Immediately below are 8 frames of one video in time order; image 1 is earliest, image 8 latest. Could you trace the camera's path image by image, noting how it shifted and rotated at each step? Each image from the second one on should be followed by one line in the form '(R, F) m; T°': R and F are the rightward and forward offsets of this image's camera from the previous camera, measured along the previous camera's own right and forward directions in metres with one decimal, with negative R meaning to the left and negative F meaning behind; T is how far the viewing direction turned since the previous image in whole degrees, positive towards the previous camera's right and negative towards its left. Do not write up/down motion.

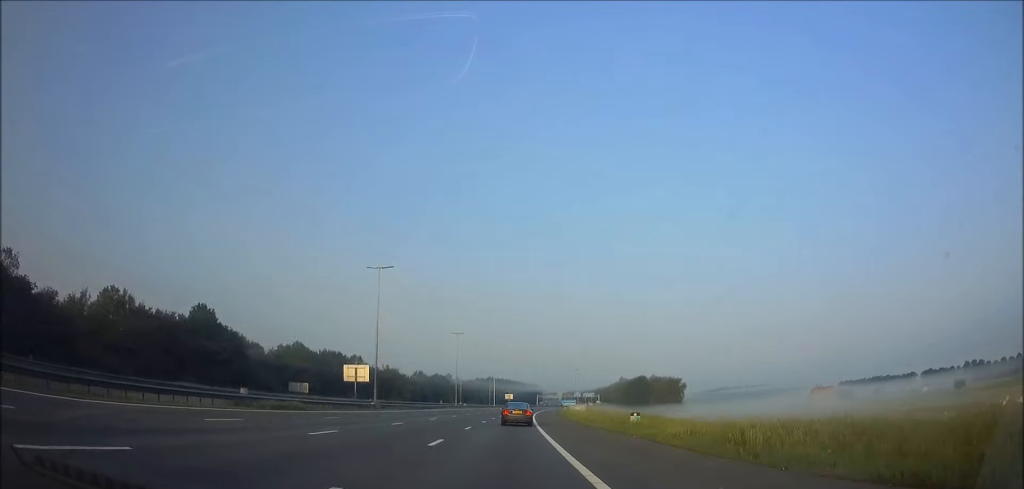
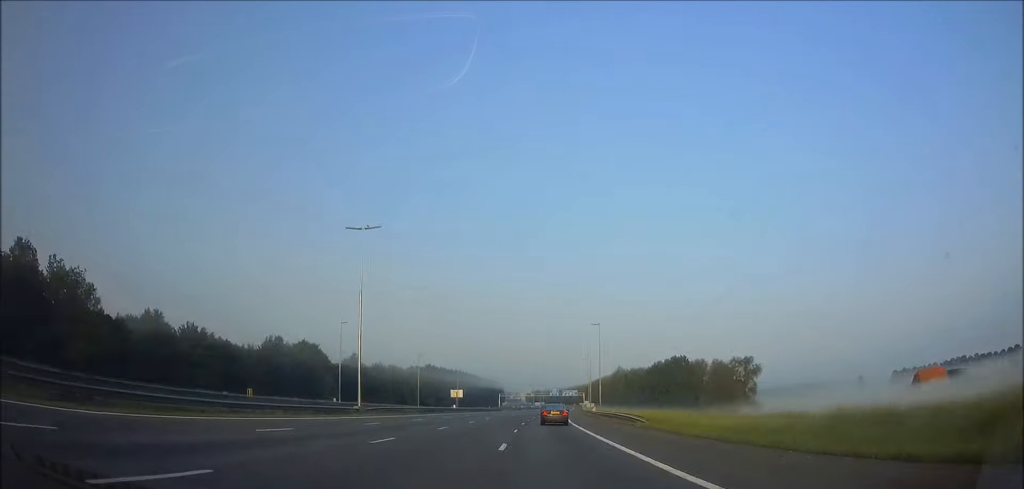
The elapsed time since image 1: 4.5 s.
(+5.4, +130.8) m; +4°
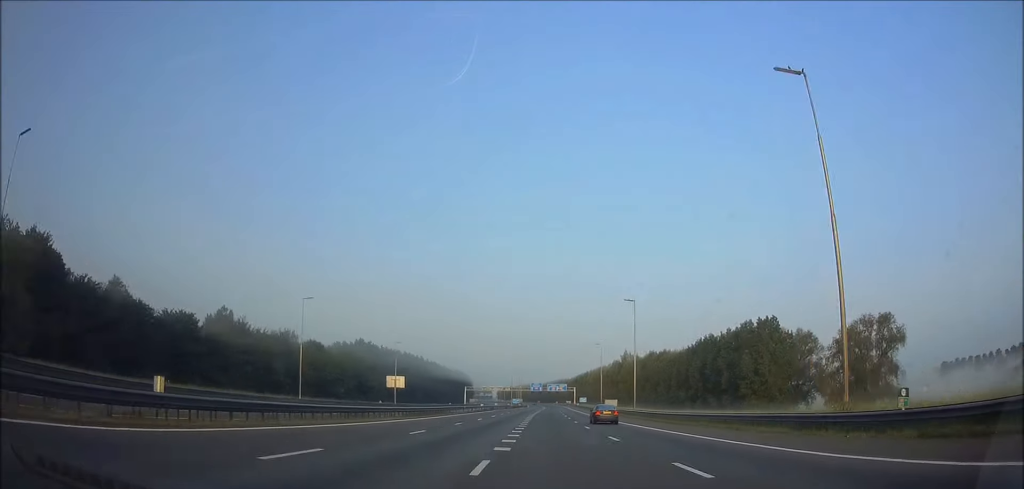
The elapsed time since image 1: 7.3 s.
(+1.2, +80.5) m; +2°
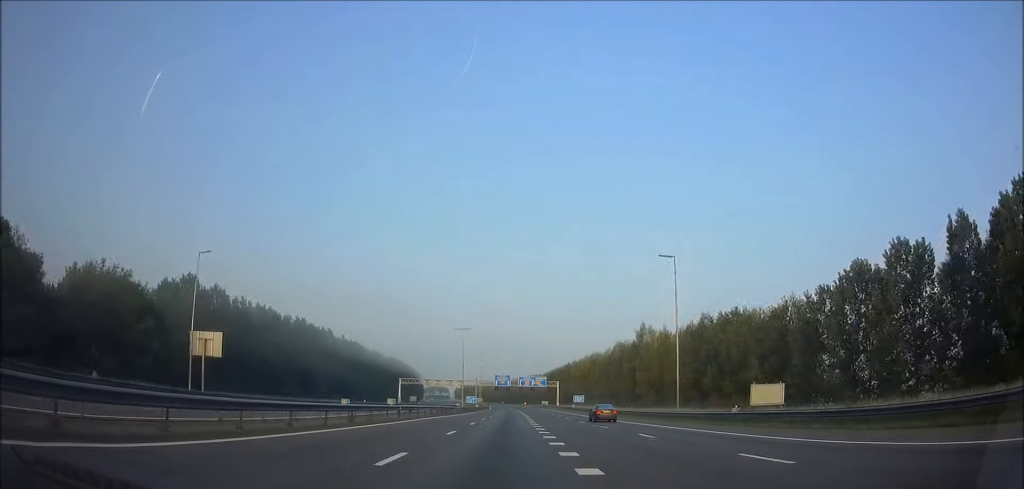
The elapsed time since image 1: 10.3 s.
(+2.5, +83.4) m; +1°
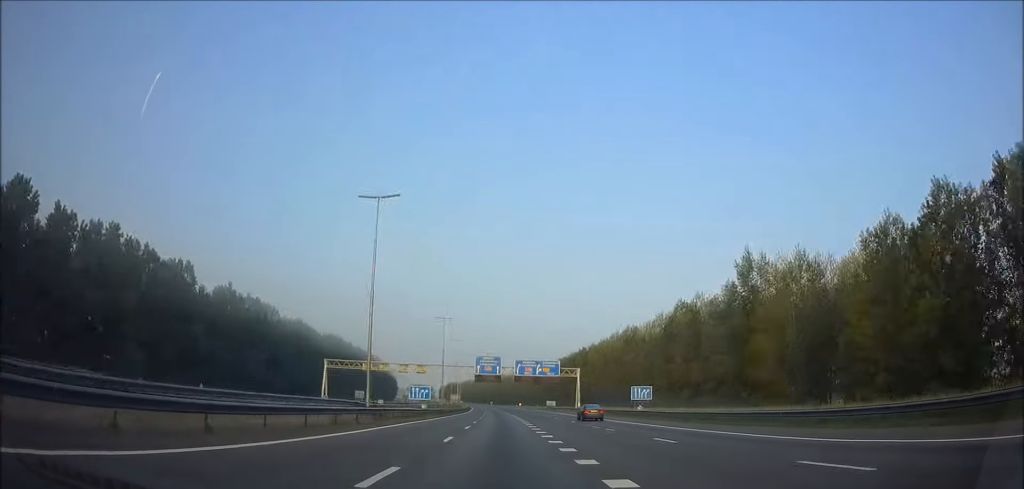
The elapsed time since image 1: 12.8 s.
(+0.4, +71.3) m; 0°
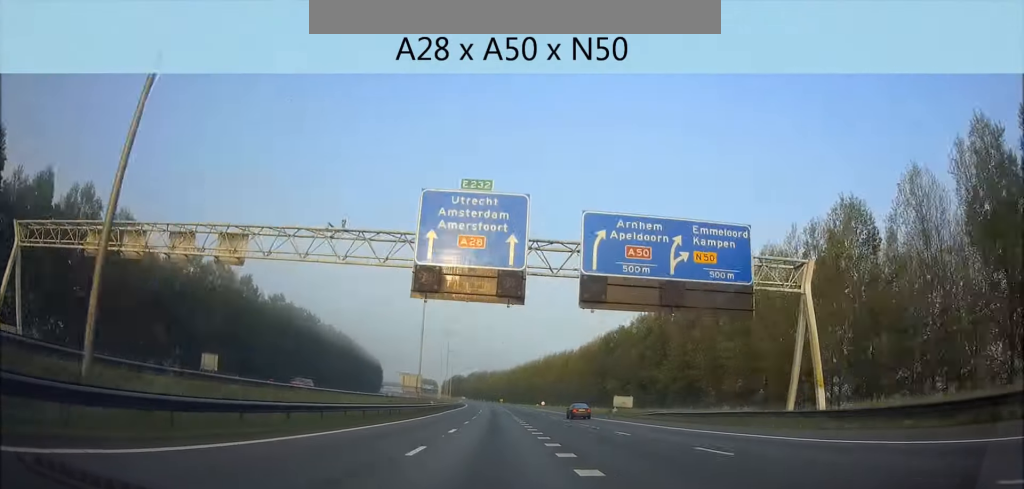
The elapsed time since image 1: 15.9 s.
(-0.2, +85.4) m; -1°
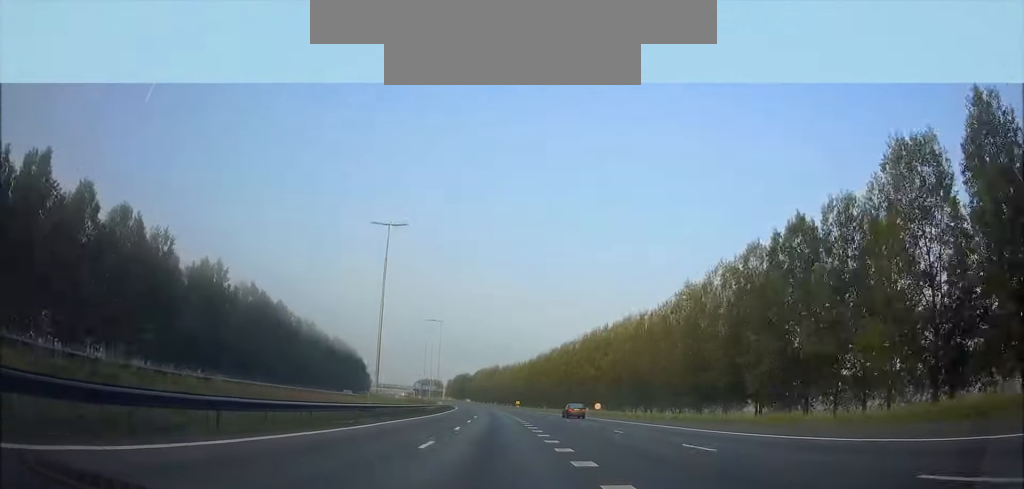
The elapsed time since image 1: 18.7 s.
(-0.4, +76.7) m; -2°
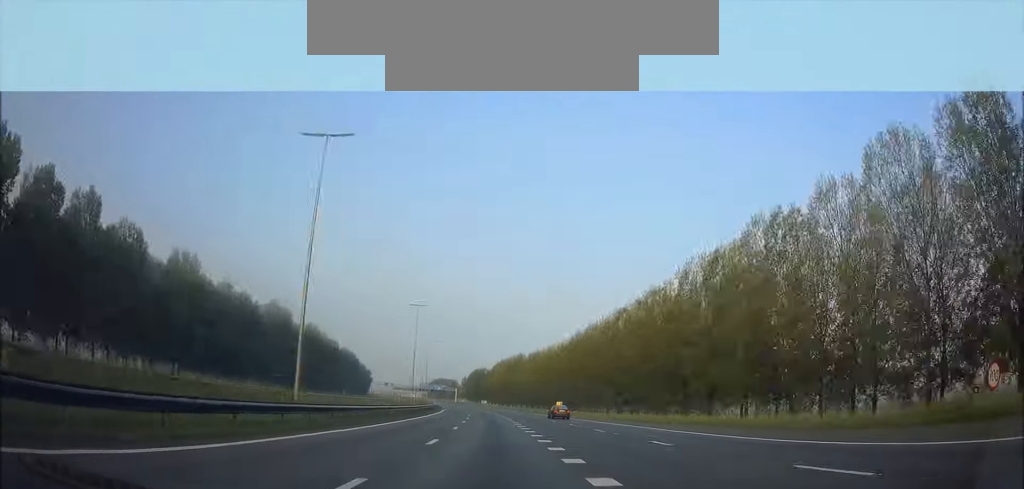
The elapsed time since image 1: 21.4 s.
(-2.0, +70.3) m; -2°
